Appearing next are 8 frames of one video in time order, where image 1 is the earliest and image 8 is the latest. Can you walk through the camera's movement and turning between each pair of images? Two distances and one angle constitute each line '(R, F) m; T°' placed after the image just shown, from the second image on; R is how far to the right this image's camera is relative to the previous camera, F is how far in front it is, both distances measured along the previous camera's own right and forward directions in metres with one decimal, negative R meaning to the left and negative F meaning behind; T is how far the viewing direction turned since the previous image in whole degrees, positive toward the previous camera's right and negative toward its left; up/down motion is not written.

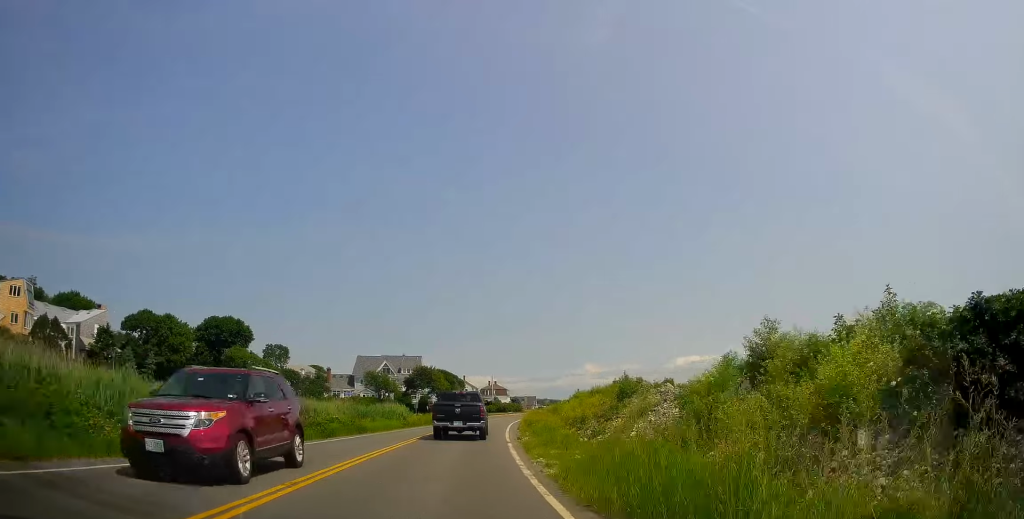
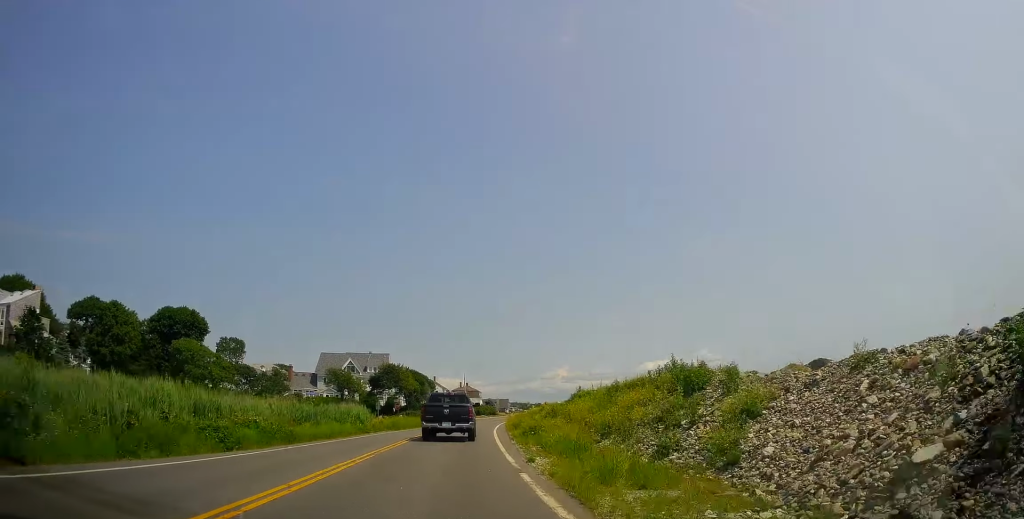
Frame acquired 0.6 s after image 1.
(+0.4, +9.7) m; +3°
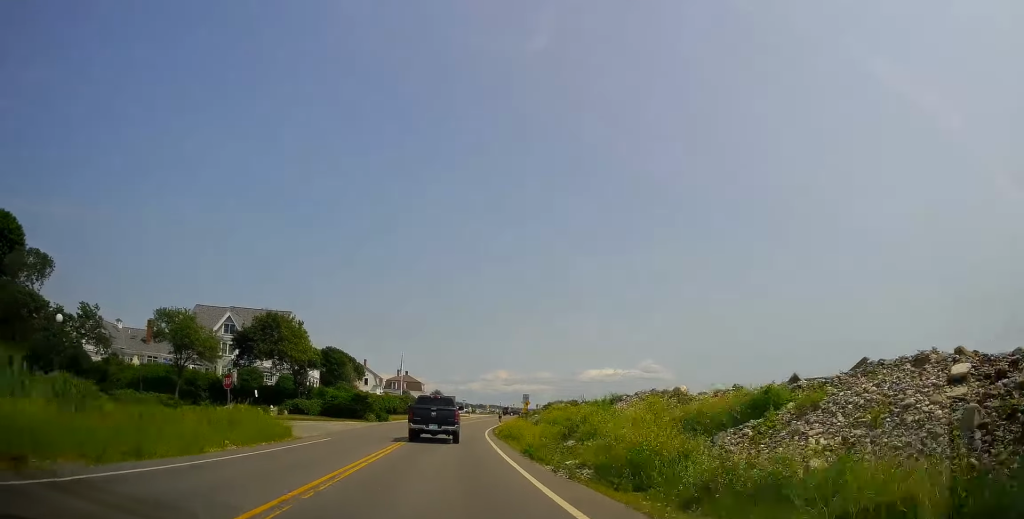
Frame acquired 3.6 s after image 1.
(+1.8, +44.1) m; +7°
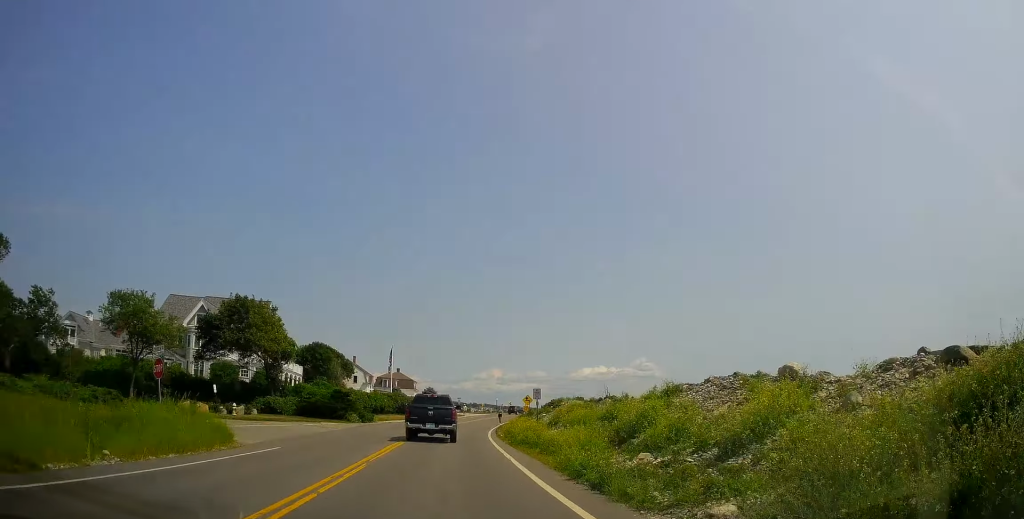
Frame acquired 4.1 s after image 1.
(+0.4, +7.2) m; 0°
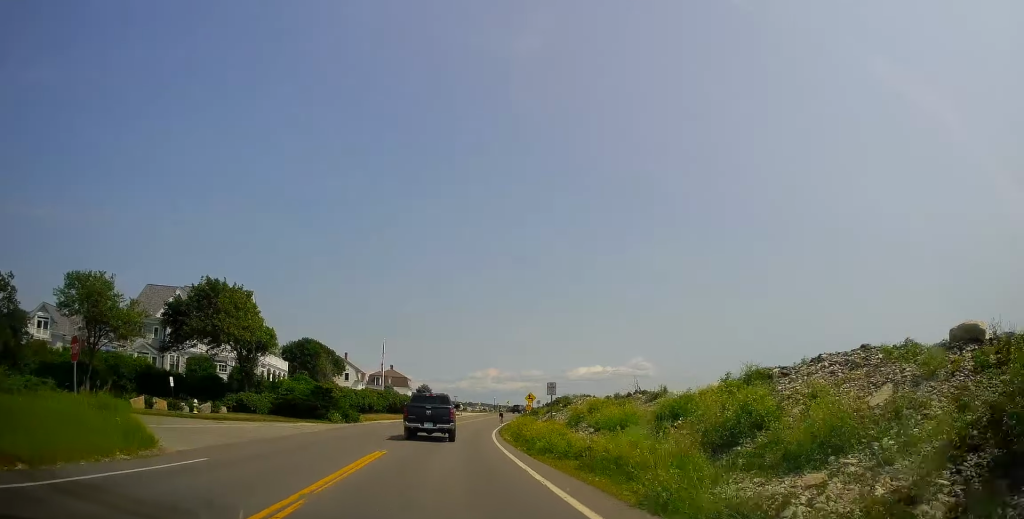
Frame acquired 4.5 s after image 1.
(0.0, +5.7) m; 0°
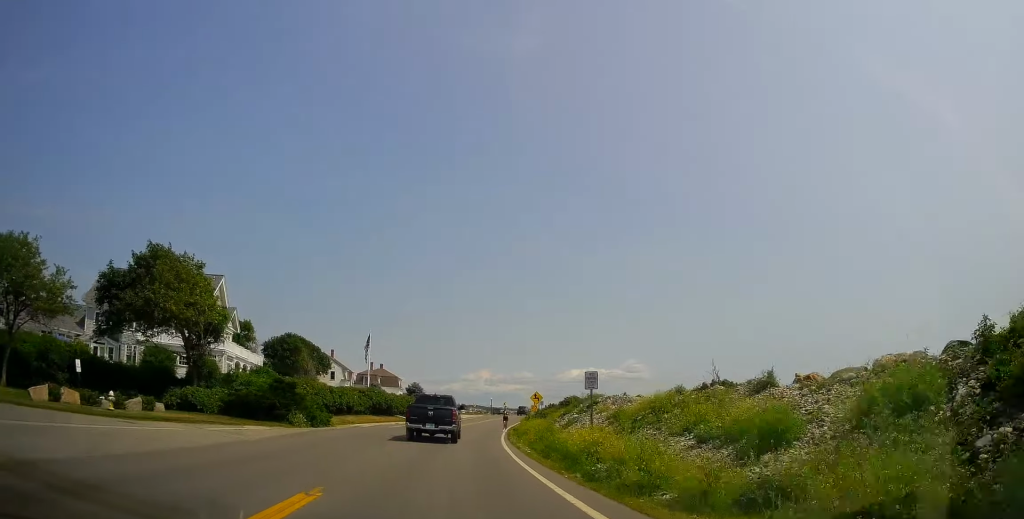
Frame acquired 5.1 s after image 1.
(-0.5, +8.5) m; +1°
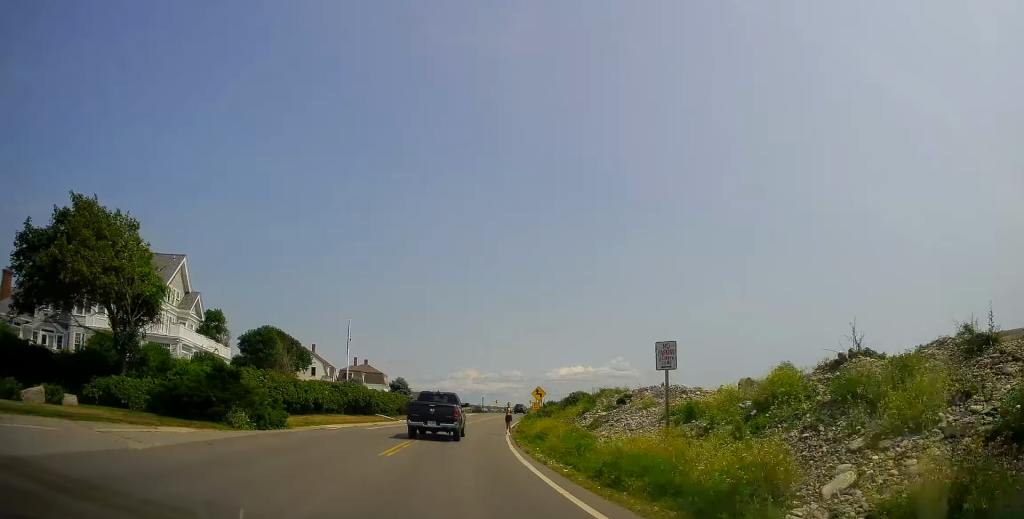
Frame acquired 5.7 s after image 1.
(+0.2, +7.6) m; +2°
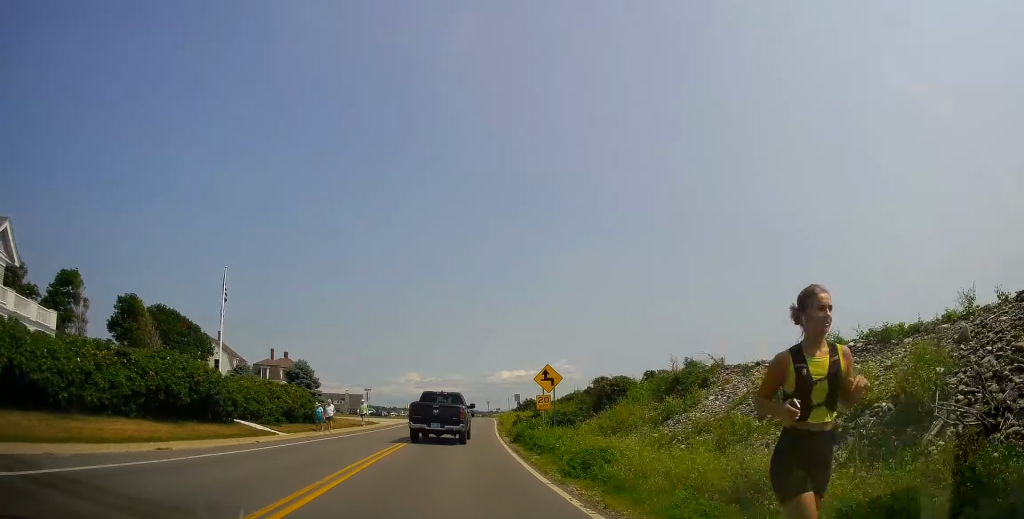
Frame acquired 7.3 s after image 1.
(+1.2, +23.9) m; +4°
